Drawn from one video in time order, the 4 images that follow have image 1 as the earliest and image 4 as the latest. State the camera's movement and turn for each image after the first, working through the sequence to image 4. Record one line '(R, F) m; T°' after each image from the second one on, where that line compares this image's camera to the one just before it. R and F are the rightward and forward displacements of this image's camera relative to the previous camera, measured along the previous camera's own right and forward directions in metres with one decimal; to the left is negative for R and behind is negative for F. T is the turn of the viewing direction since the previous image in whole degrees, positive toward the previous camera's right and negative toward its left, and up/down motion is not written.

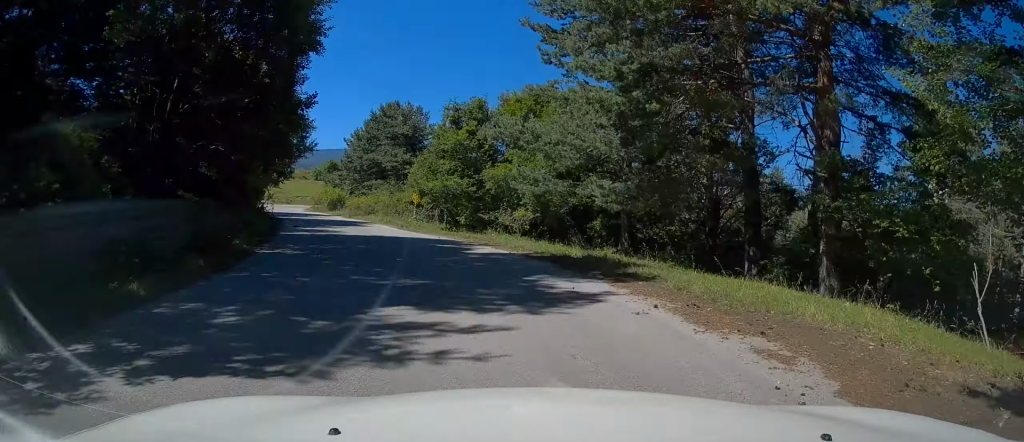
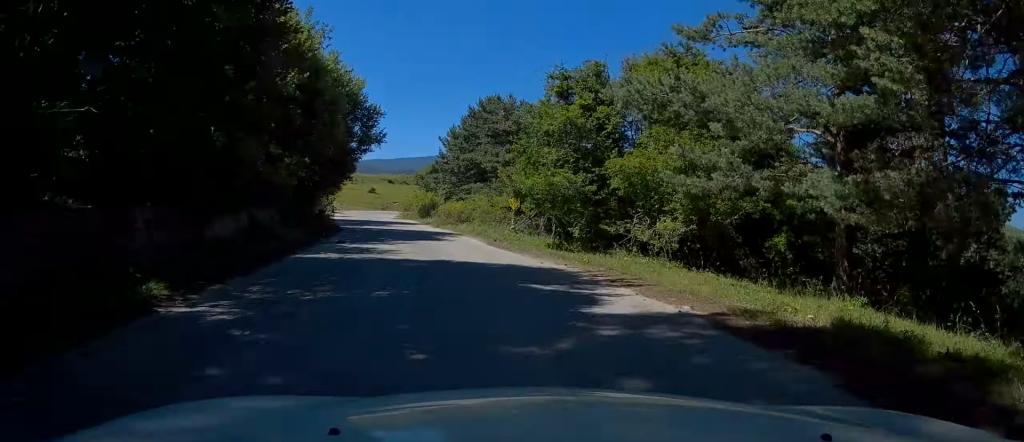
(-0.4, +7.6) m; -10°
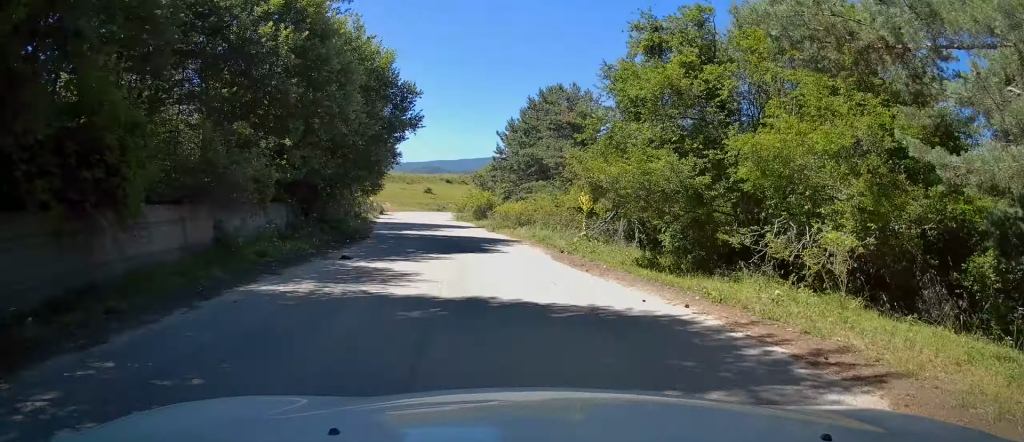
(-0.6, +5.0) m; -4°
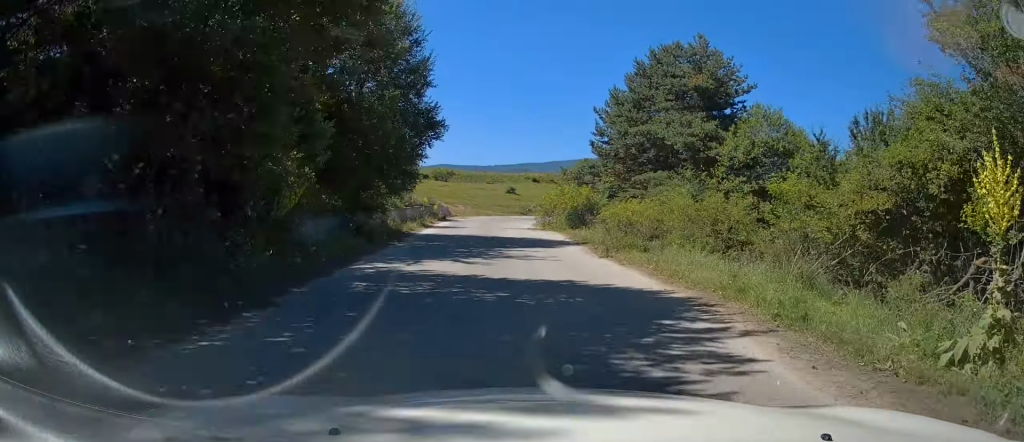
(-1.3, +13.5) m; -8°
